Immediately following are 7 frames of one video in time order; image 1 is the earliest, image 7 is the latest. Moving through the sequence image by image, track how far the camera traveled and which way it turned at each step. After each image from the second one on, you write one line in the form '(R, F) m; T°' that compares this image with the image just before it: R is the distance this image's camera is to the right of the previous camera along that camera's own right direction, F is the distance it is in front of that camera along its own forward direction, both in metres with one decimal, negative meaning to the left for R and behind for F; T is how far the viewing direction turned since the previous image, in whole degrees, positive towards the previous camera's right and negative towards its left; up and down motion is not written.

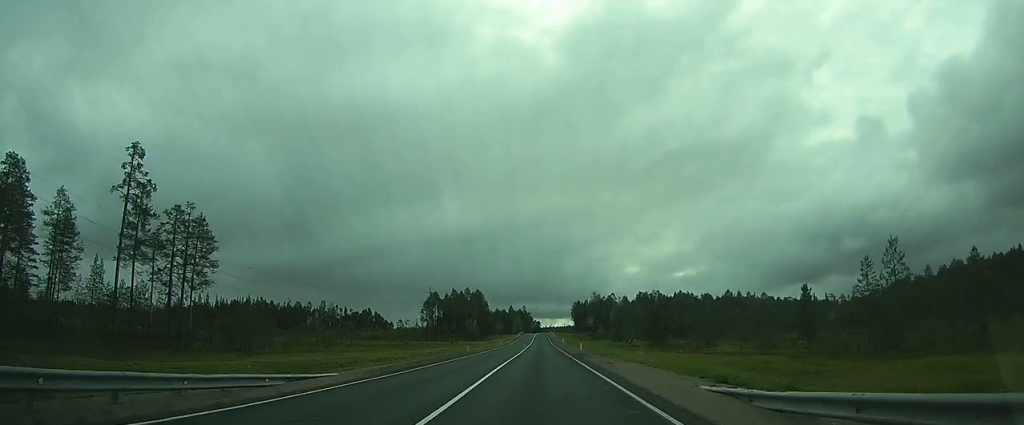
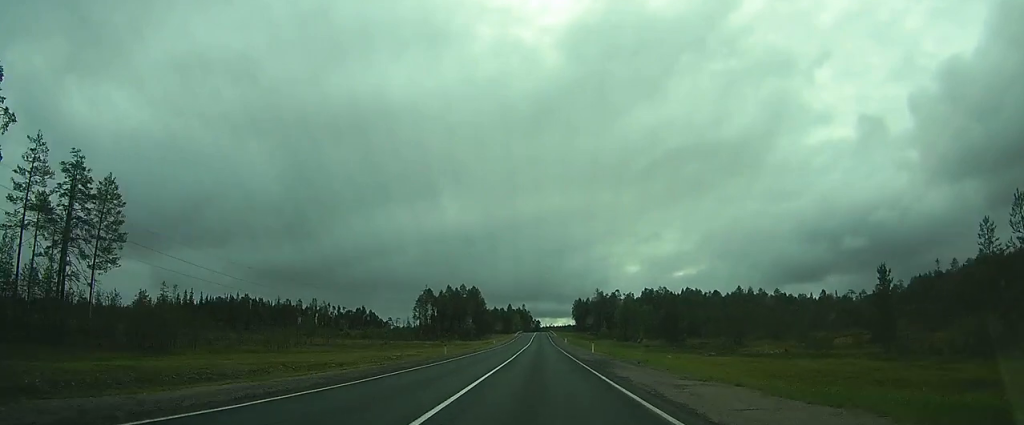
(+0.2, +14.9) m; +1°
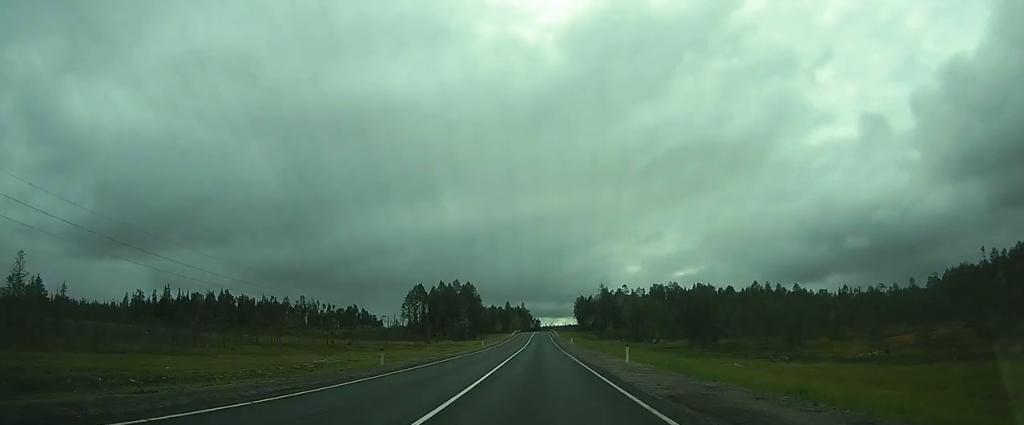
(+0.3, +19.5) m; +1°
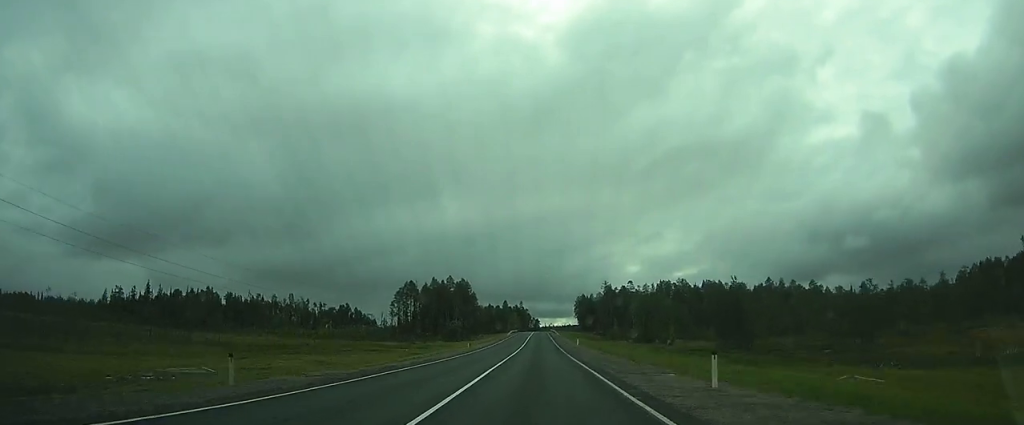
(0.0, +14.8) m; 0°
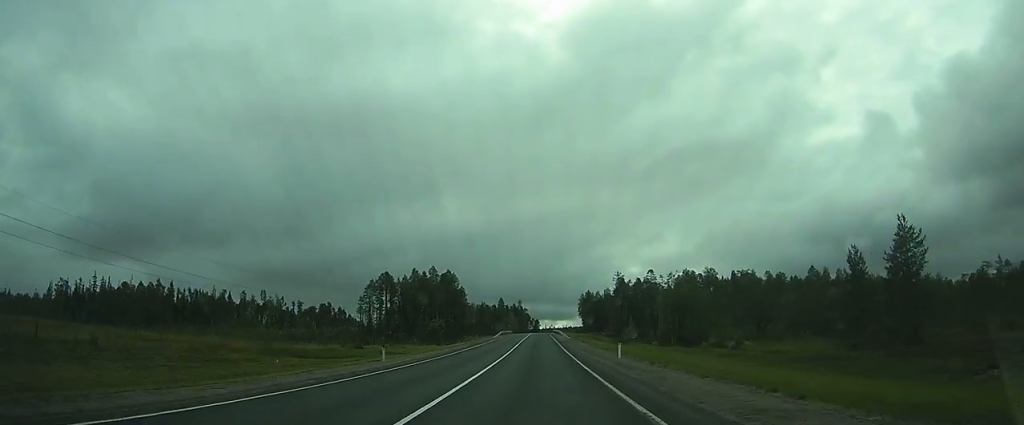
(-0.1, +34.8) m; -1°
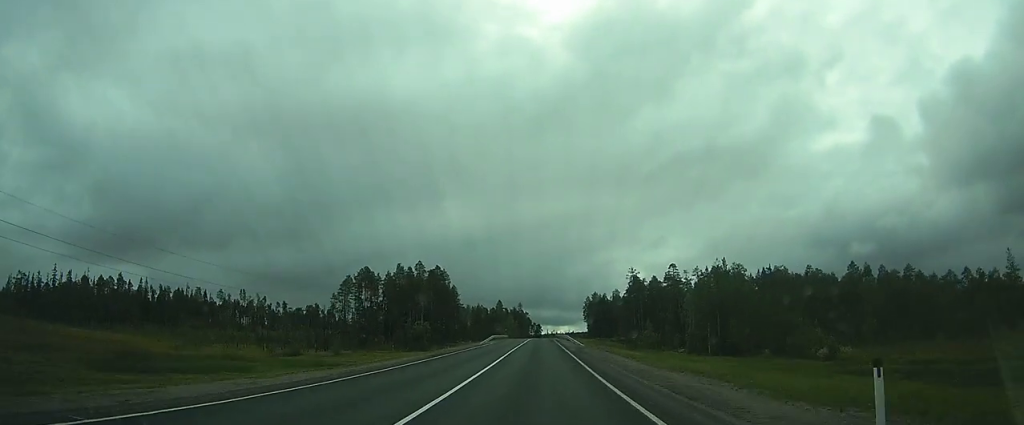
(-0.3, +23.2) m; -1°
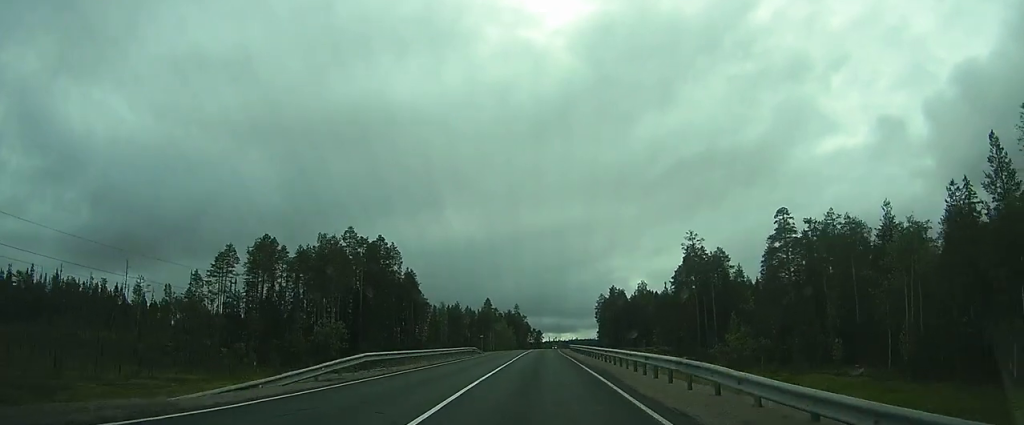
(-0.3, +60.7) m; 0°
